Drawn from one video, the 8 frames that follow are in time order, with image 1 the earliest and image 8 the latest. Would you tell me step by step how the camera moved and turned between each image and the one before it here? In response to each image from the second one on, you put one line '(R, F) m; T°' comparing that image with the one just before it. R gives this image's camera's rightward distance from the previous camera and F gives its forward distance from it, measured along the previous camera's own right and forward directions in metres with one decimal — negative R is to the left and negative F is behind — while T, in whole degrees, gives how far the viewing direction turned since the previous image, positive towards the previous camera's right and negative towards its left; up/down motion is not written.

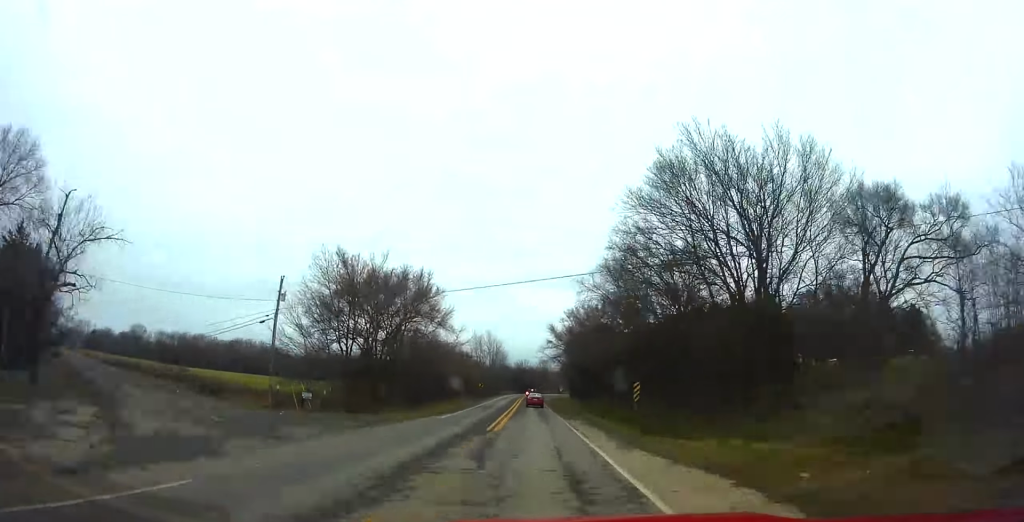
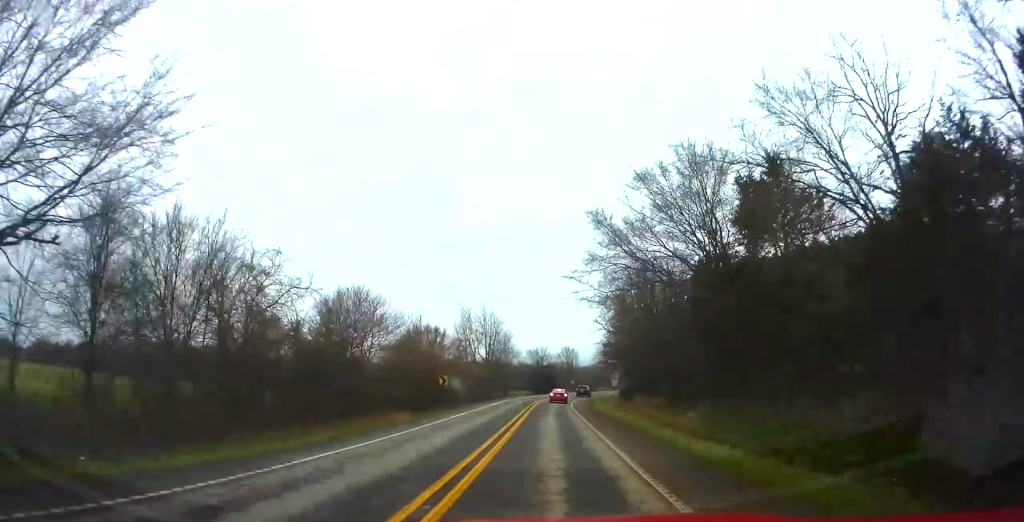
(-2.1, +52.4) m; -2°
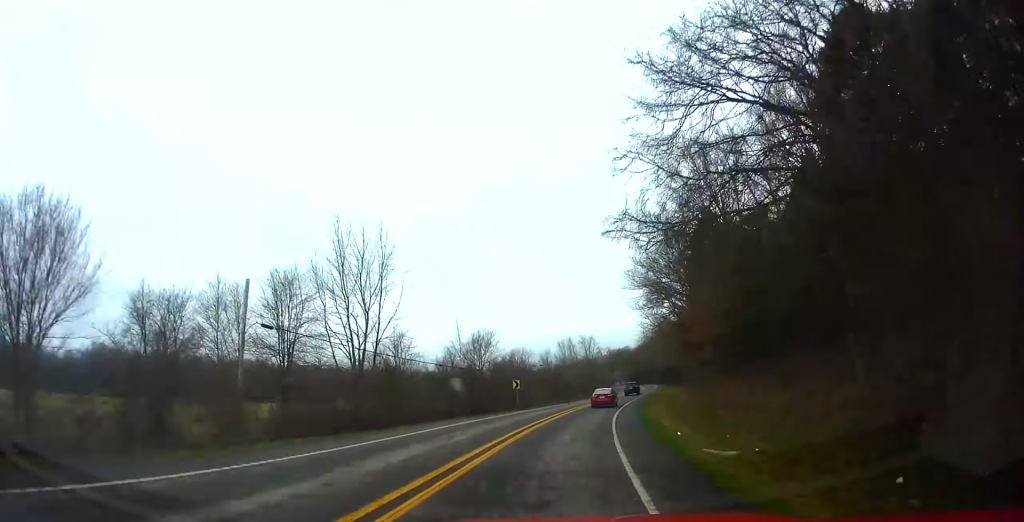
(+15.5, +146.1) m; +20°
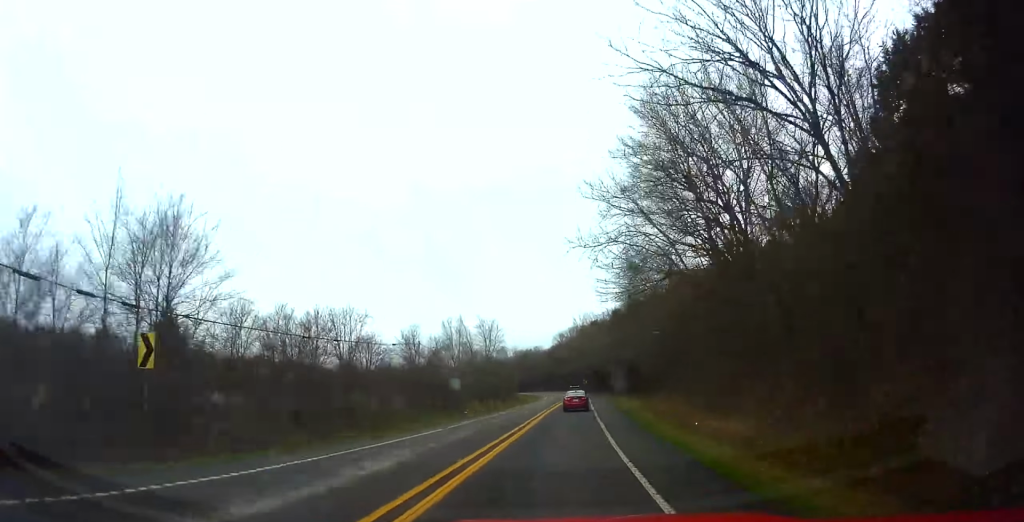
(+1.2, +39.6) m; +8°
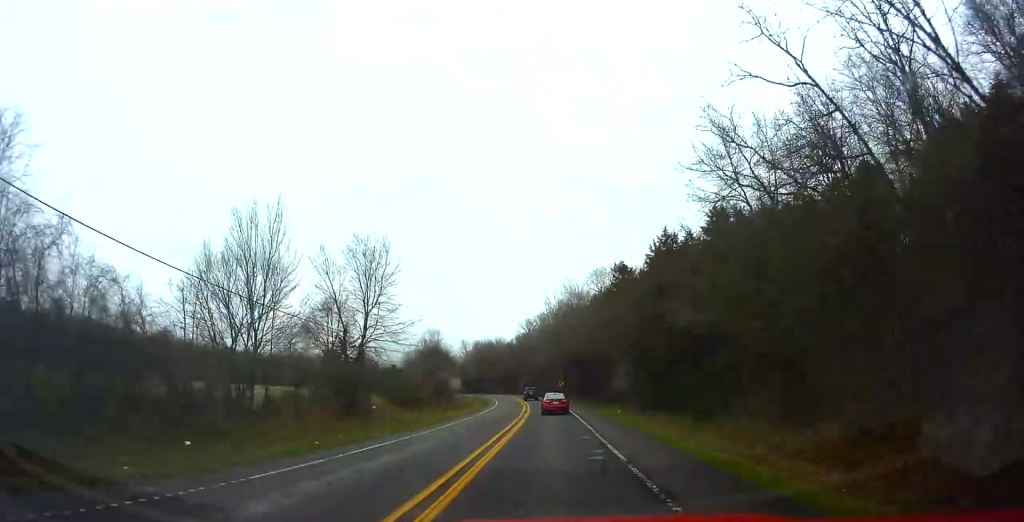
(+5.4, +45.5) m; +5°
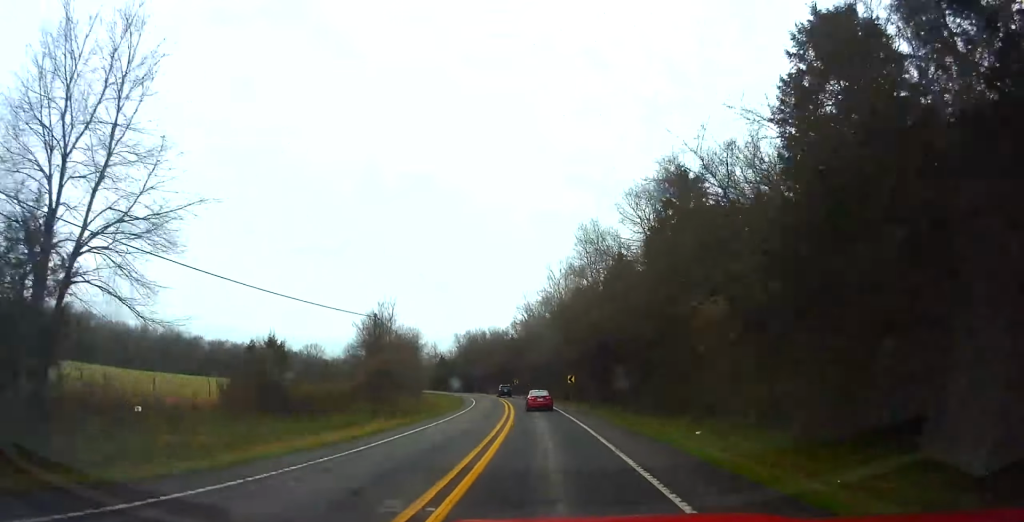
(+1.2, +29.6) m; +2°
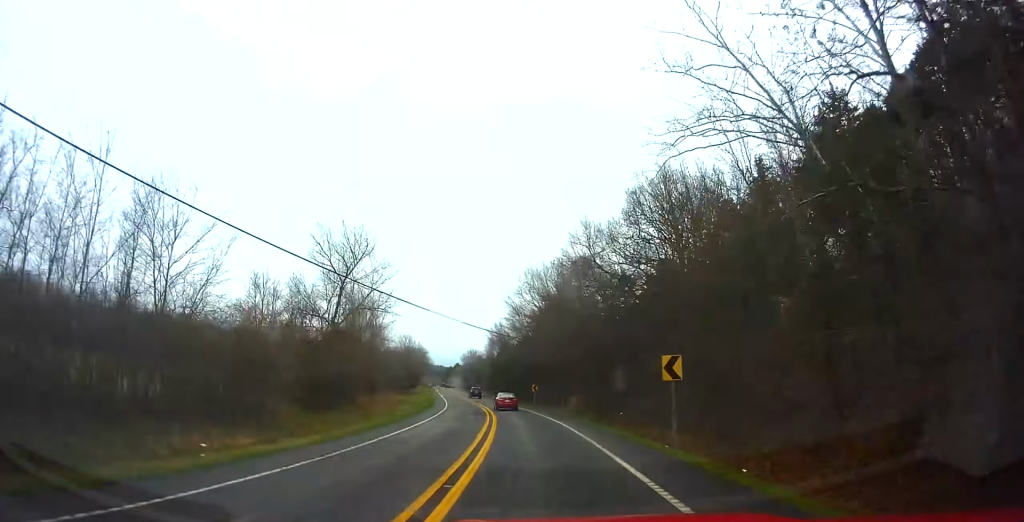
(-3.4, +85.4) m; -8°
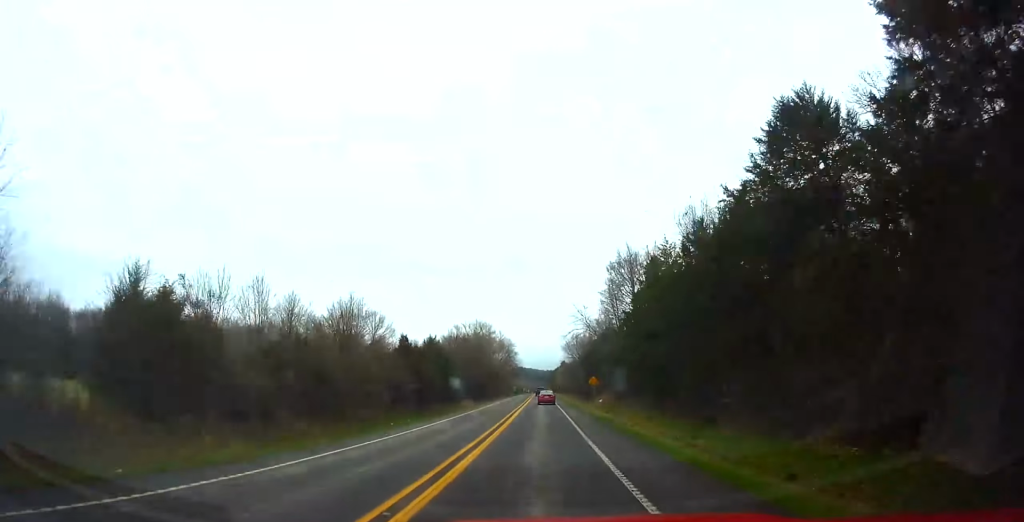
(-9.1, +87.9) m; -9°
